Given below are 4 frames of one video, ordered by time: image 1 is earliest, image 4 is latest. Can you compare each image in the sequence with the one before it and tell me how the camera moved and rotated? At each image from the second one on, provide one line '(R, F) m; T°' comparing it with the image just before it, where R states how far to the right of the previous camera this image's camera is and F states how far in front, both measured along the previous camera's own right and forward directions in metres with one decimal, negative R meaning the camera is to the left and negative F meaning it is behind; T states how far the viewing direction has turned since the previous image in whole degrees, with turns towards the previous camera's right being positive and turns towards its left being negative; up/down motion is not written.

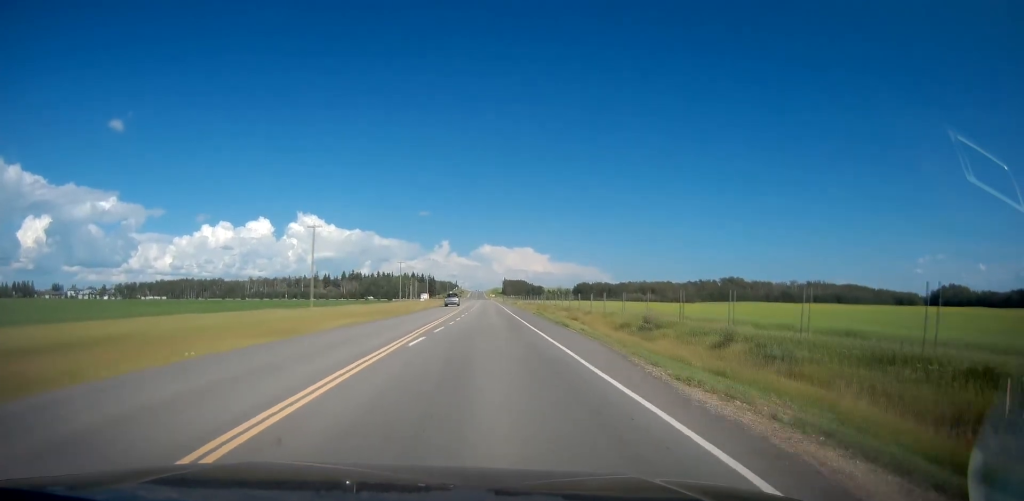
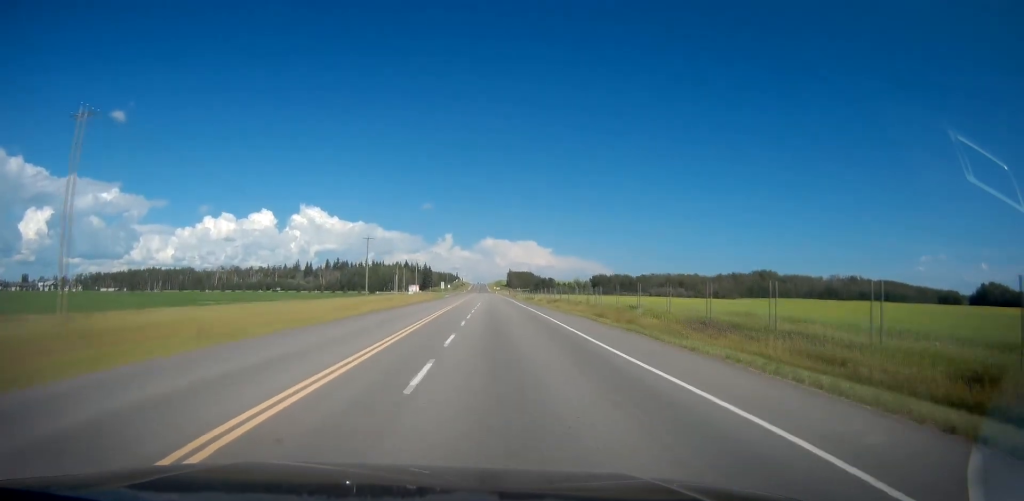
(0.0, +49.1) m; 0°
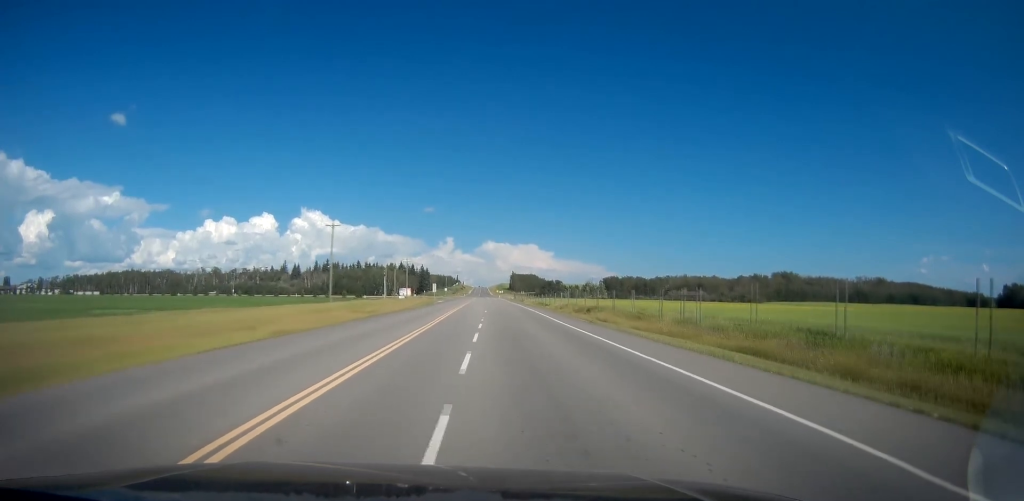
(0.0, +27.5) m; 0°
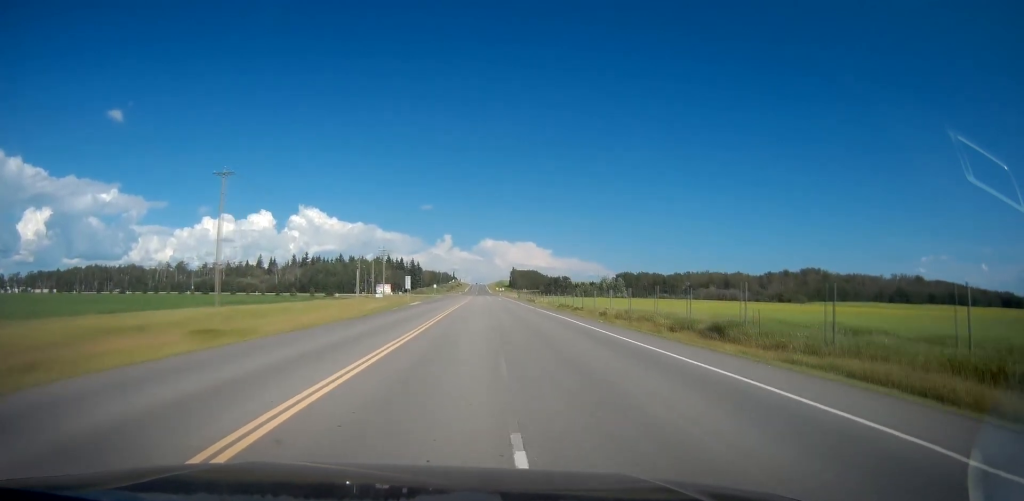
(0.0, +36.8) m; 0°
